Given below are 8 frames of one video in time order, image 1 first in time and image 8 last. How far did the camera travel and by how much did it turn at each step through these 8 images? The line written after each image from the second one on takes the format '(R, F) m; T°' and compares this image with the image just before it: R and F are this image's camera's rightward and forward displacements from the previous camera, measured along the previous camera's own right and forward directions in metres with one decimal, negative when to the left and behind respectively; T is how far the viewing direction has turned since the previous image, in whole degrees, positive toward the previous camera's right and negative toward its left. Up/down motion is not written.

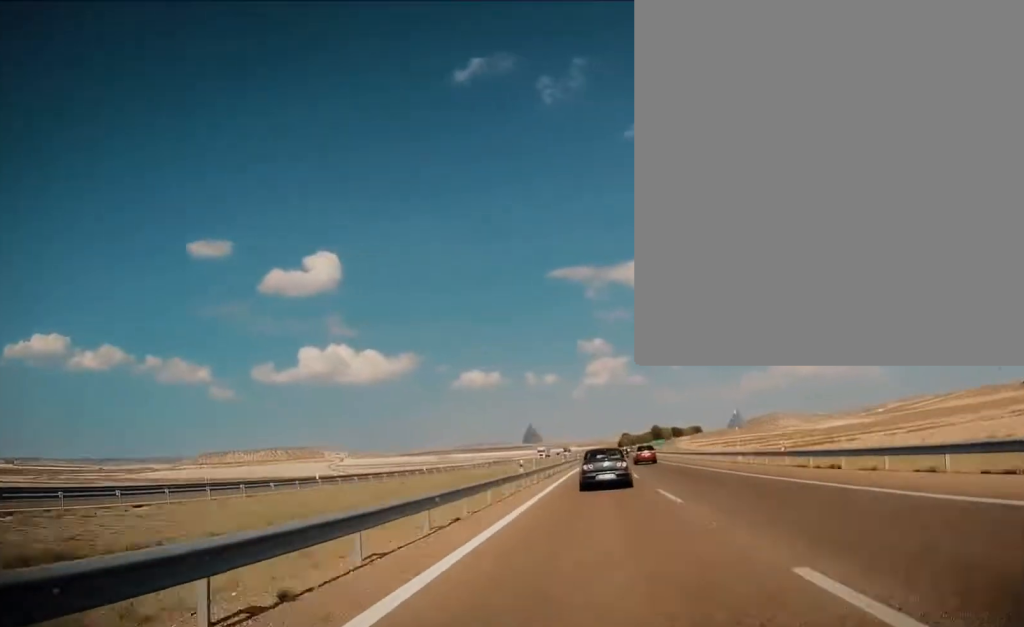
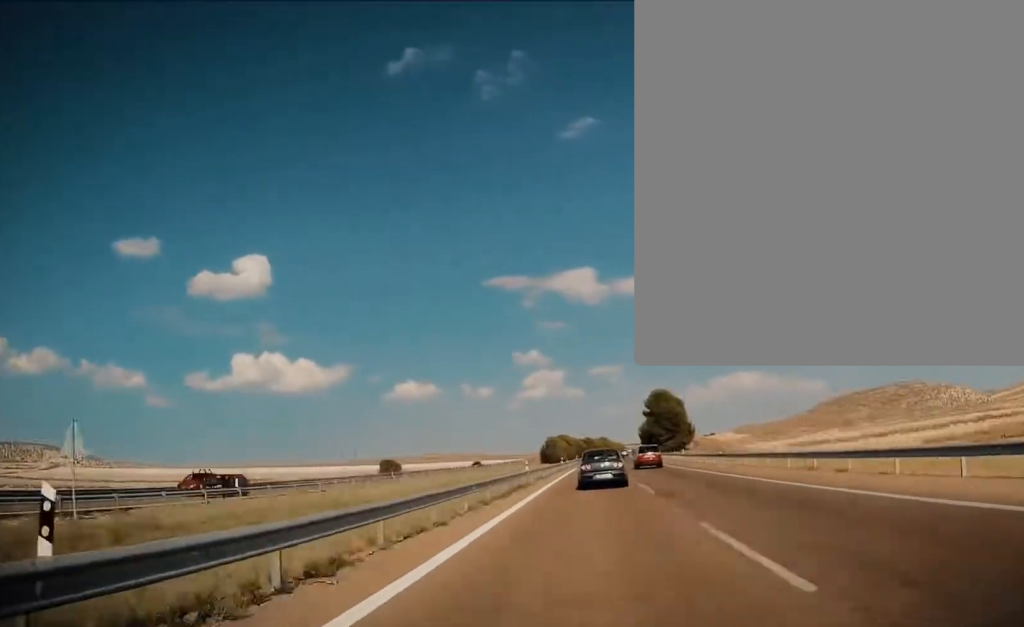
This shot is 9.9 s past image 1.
(+14.7, +359.2) m; +5°
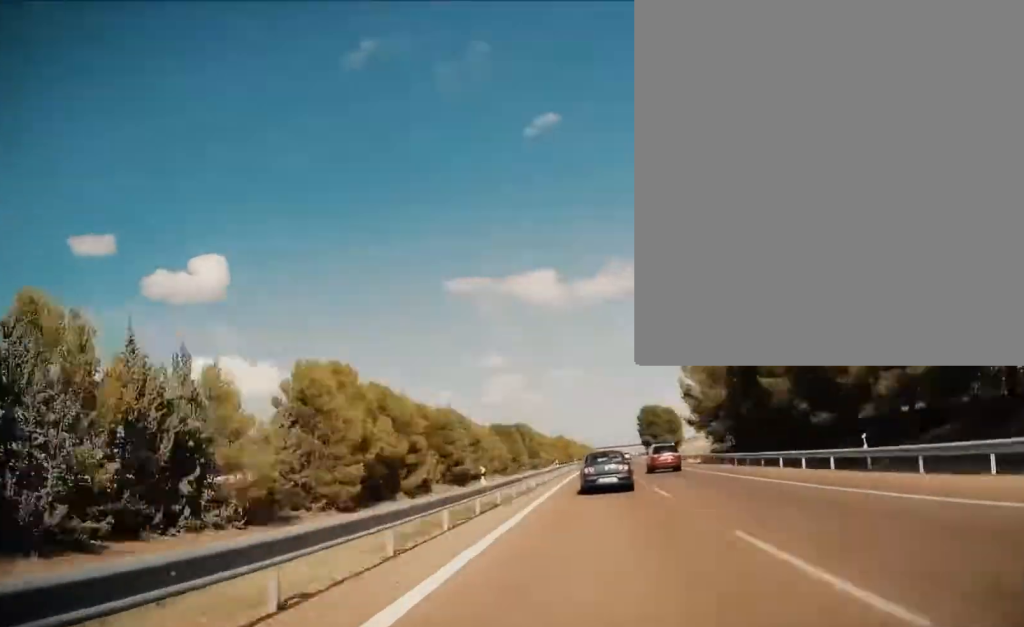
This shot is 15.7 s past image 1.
(+7.0, +210.2) m; +3°
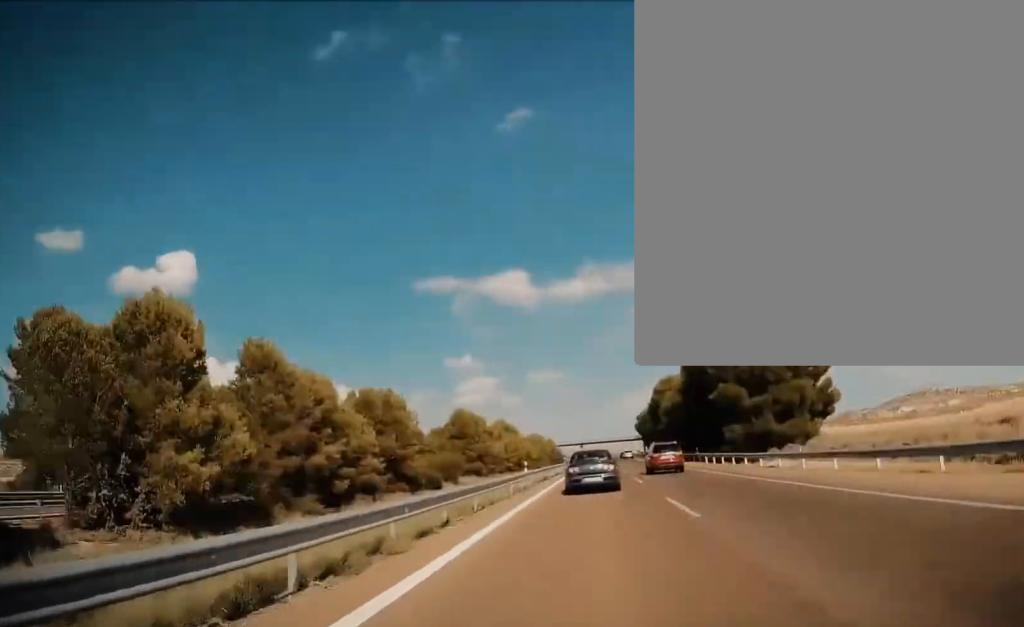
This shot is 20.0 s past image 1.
(+1.4, +151.5) m; +2°
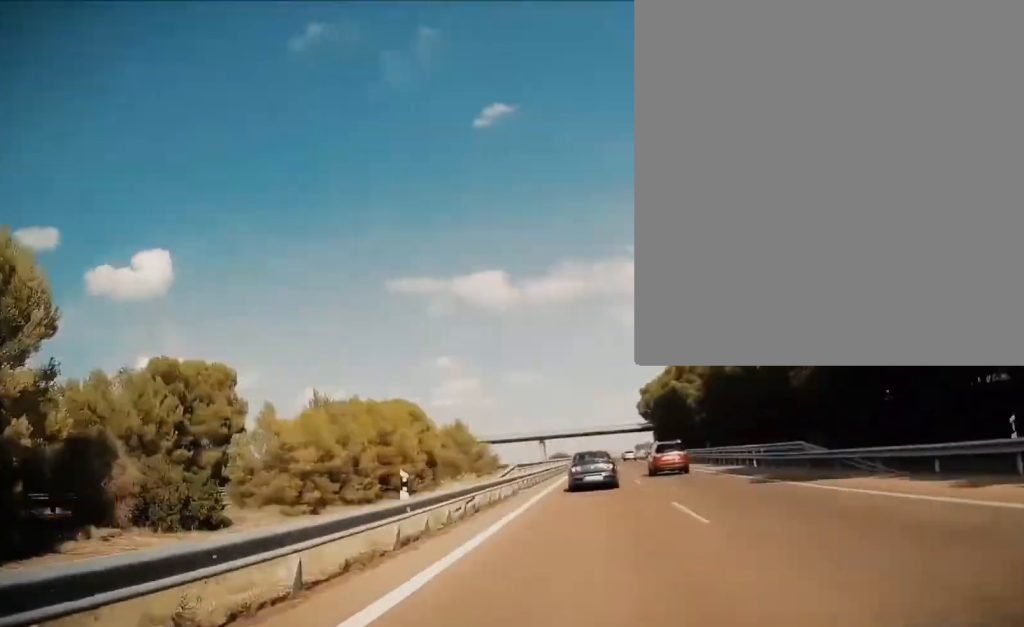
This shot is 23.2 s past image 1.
(+3.3, +111.2) m; +2°
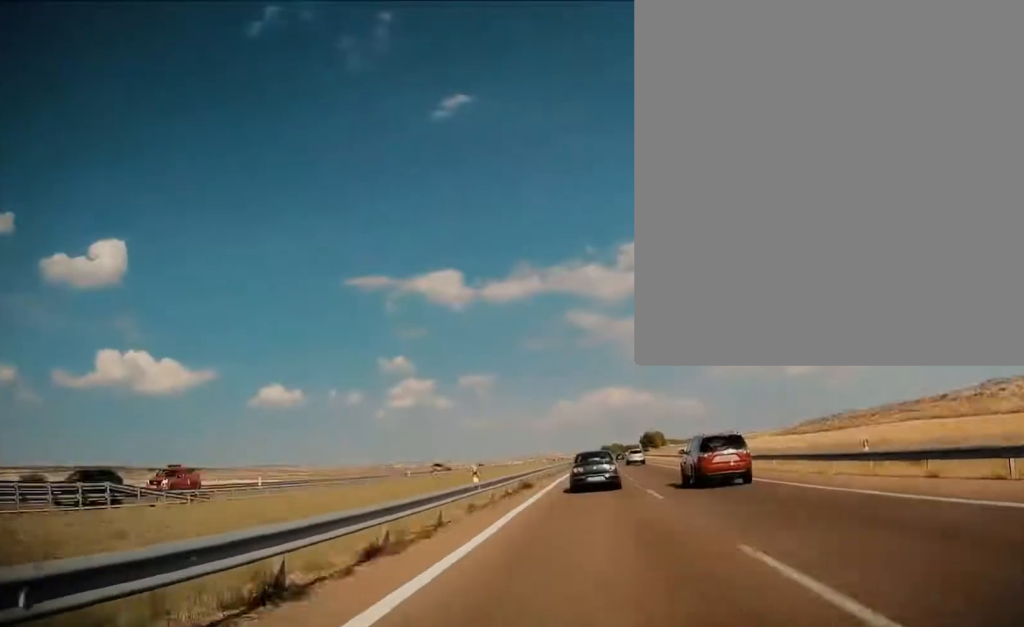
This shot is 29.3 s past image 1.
(+5.2, +211.9) m; +3°
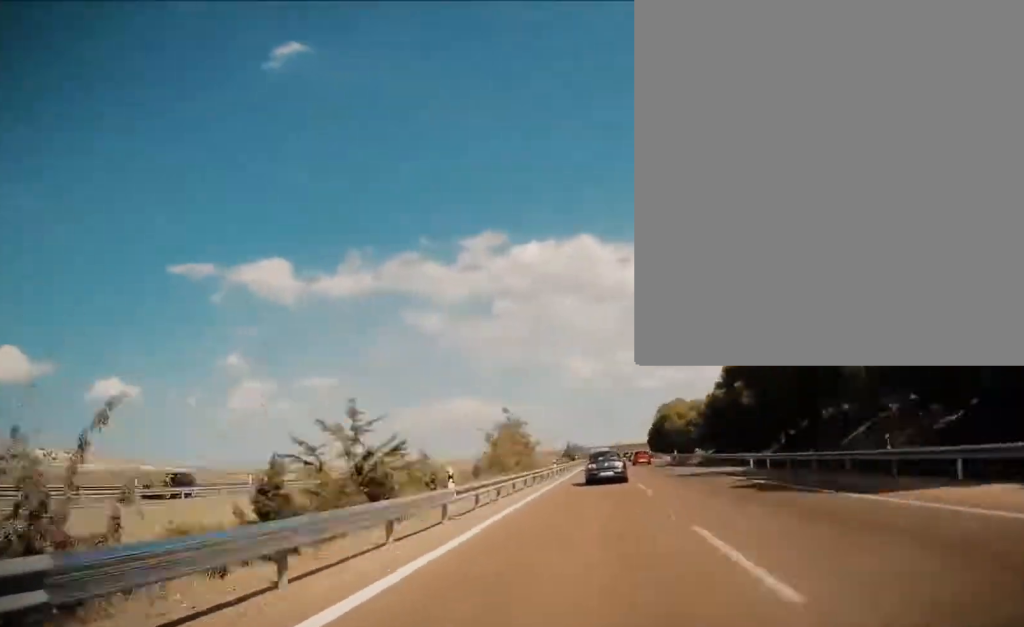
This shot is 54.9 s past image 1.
(+101.5, +887.8) m; +13°
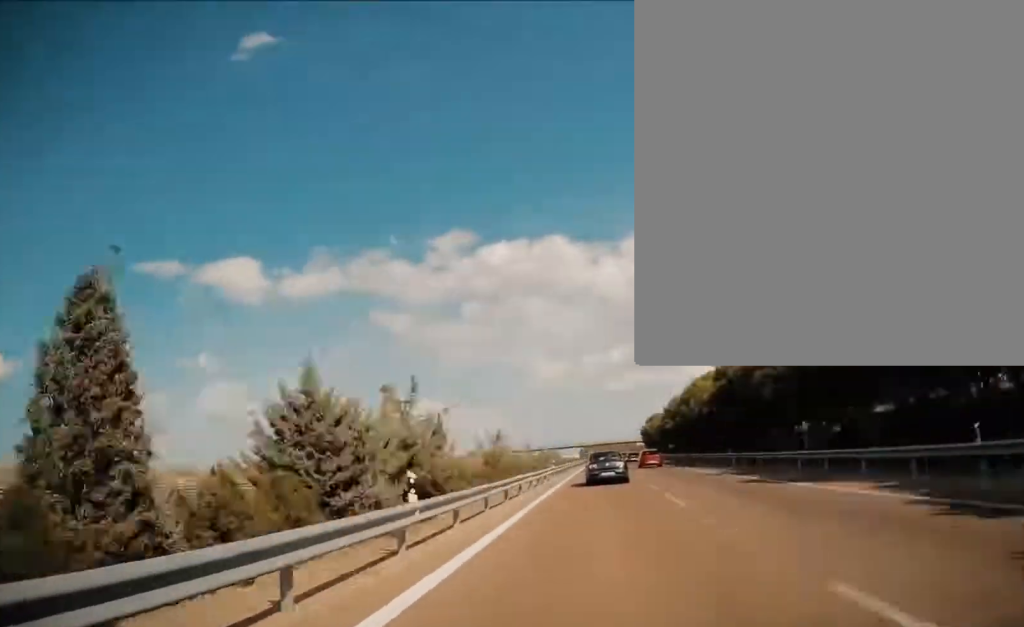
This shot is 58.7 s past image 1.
(+0.2, +133.5) m; +2°
